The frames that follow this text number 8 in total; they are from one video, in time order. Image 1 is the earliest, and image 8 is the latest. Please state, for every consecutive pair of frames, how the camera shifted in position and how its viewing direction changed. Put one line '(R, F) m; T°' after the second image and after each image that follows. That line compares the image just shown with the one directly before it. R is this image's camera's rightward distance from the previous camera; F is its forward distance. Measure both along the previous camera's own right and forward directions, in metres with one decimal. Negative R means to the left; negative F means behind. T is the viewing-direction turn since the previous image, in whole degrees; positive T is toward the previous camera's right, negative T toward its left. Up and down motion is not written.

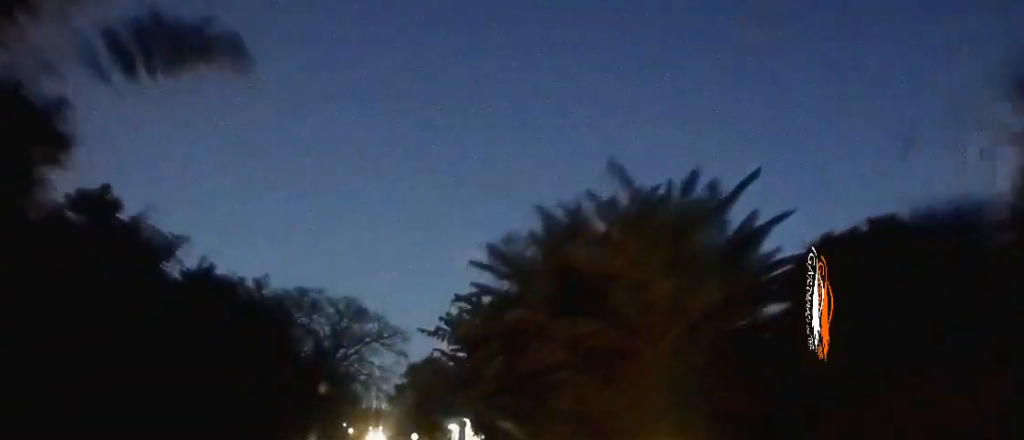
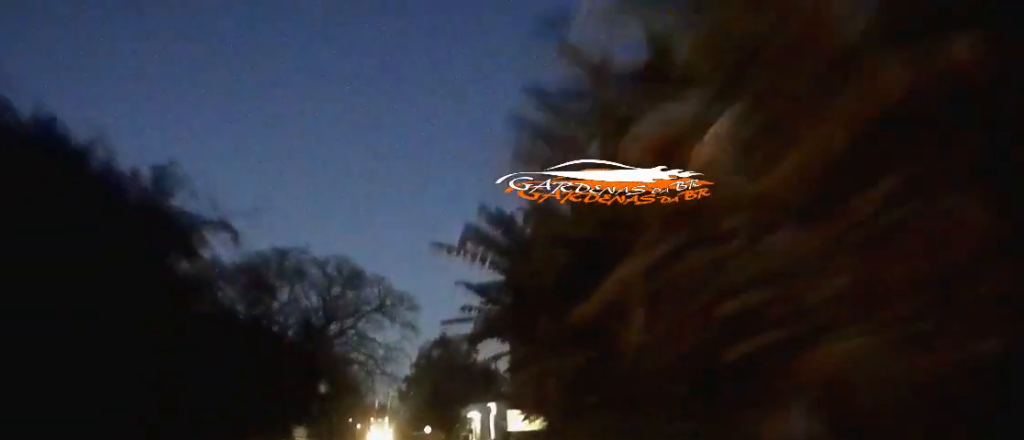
(0.0, +16.1) m; -1°
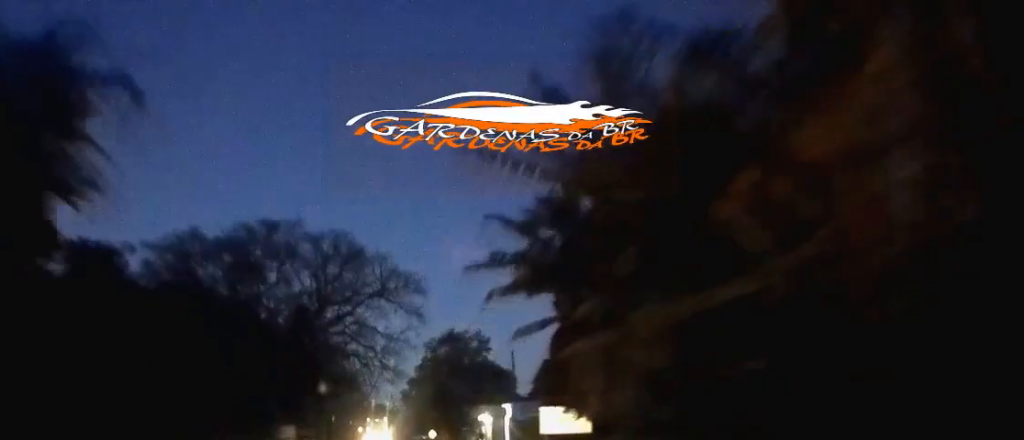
(+0.1, +8.5) m; -1°
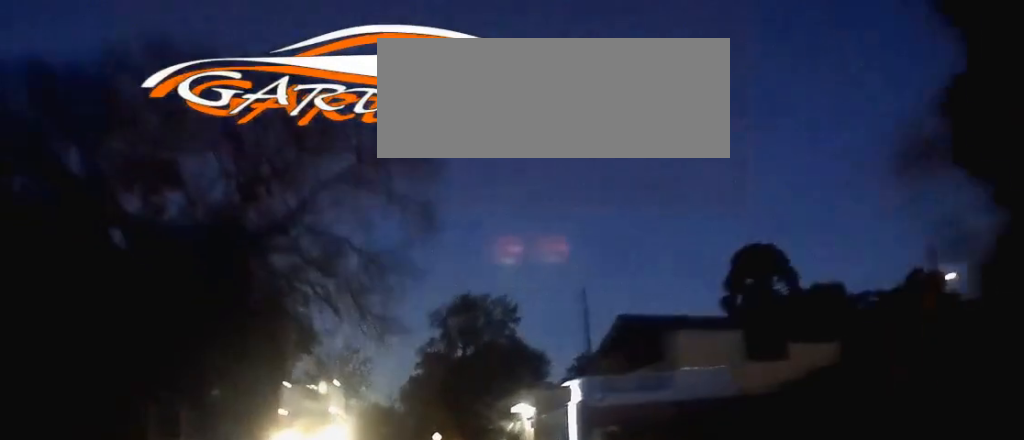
(-0.7, +26.9) m; -2°
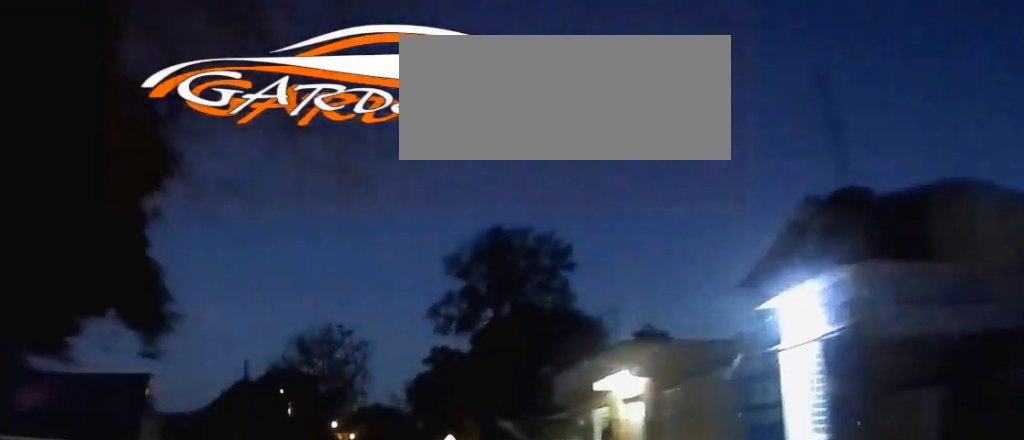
(0.0, +23.7) m; 0°
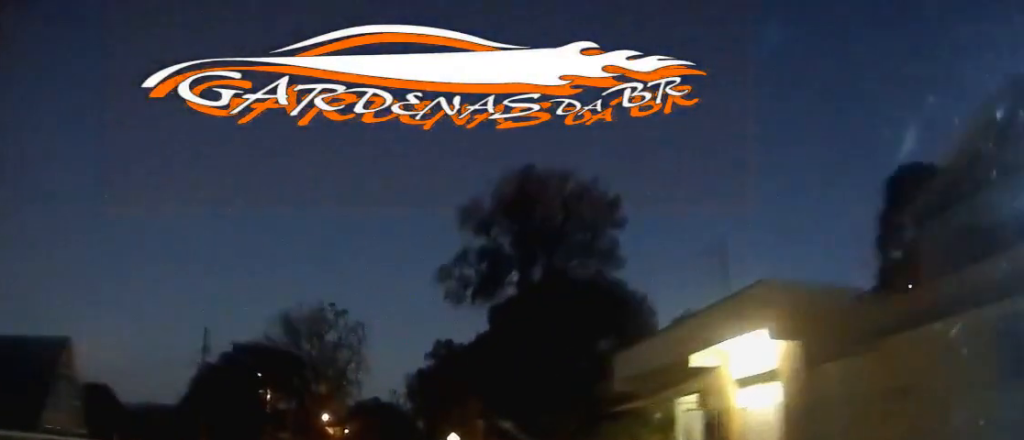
(0.0, +11.2) m; 0°
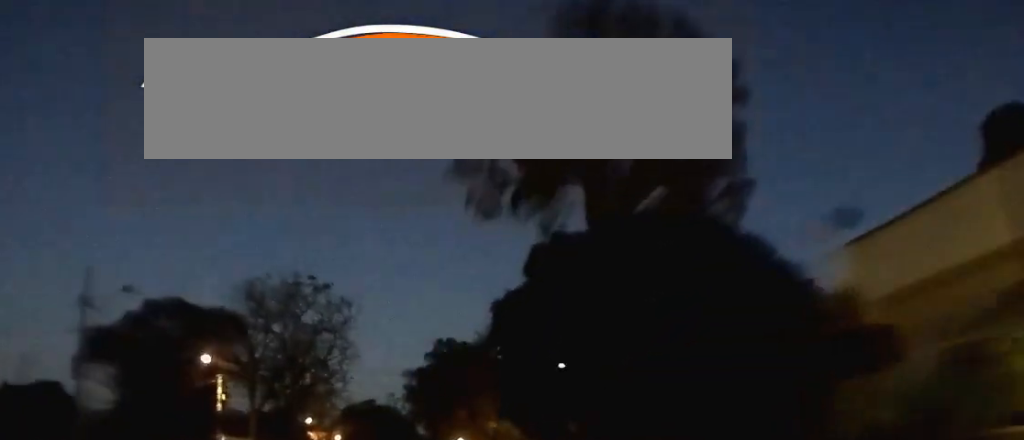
(0.0, +16.6) m; 0°
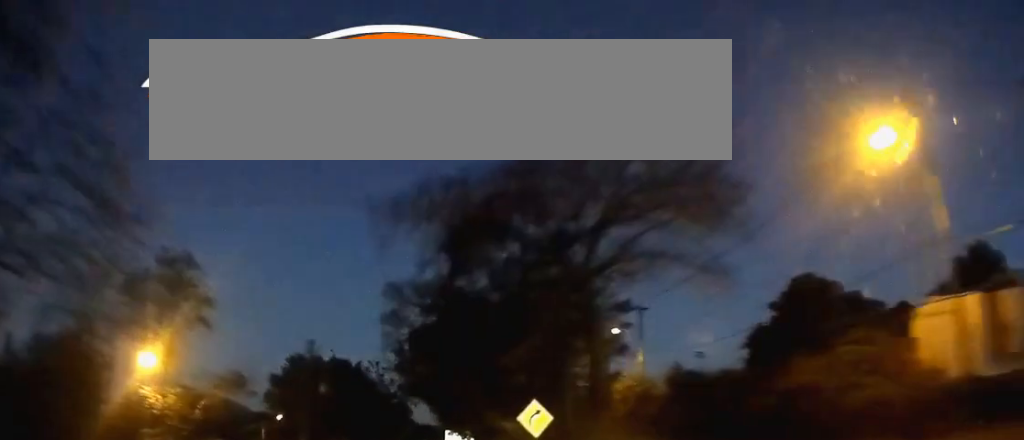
(0.0, +53.2) m; 0°
